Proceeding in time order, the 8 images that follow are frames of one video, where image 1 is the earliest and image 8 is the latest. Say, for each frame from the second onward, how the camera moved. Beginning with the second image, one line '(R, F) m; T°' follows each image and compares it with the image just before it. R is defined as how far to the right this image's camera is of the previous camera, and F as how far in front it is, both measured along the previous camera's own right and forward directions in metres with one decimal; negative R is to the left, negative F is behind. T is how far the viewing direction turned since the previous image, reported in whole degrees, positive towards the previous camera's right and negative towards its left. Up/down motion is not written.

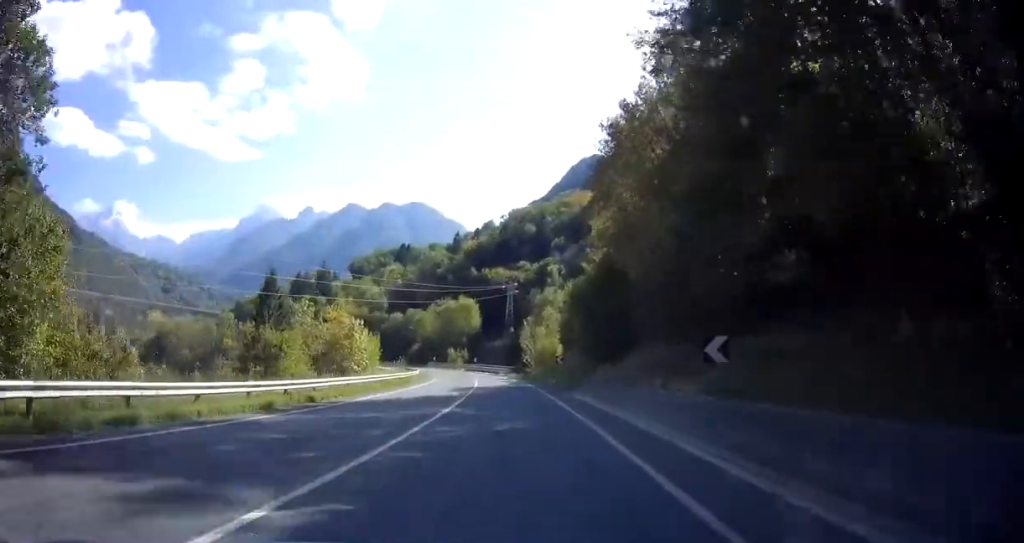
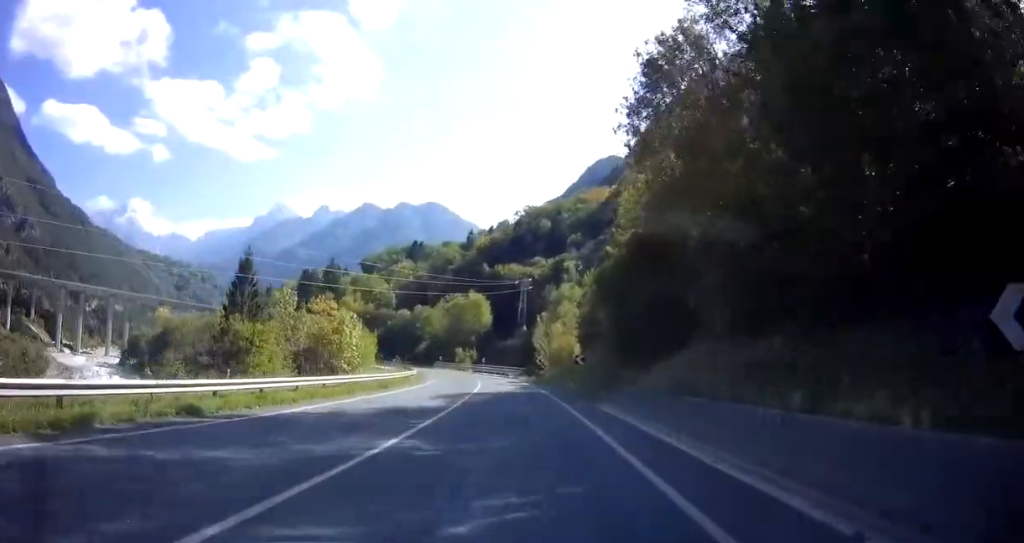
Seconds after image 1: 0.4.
(-0.1, +8.2) m; -1°
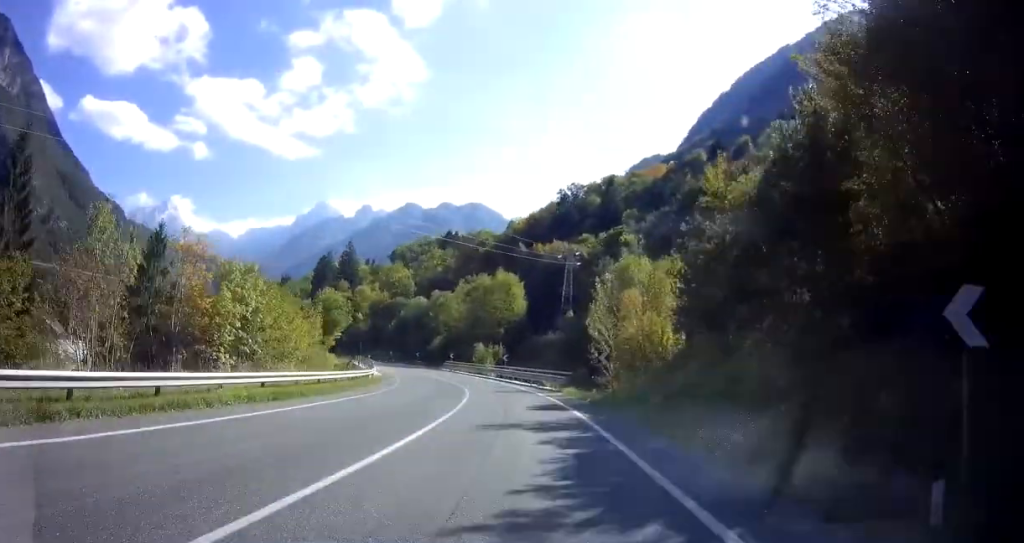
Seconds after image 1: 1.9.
(-1.1, +29.8) m; -6°
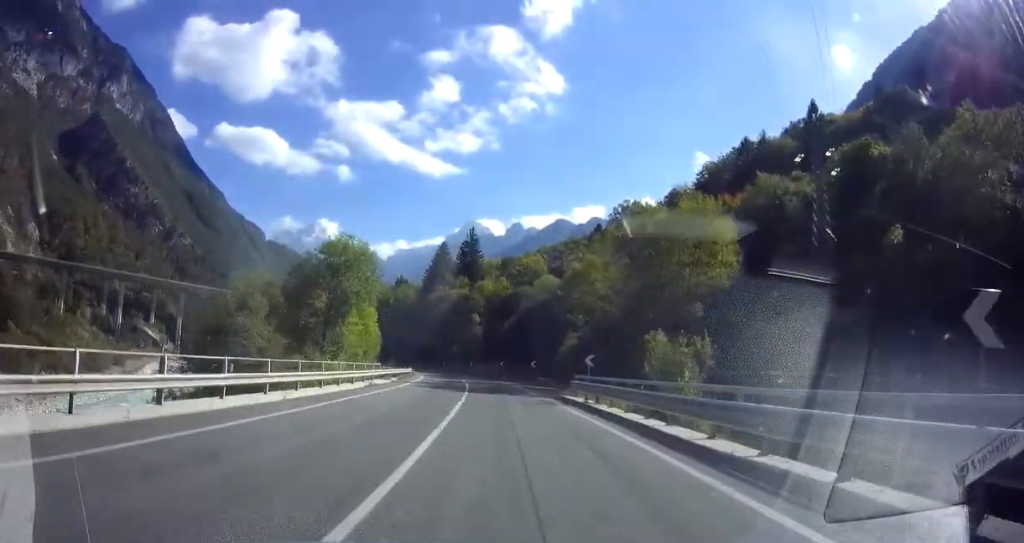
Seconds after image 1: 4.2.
(-5.8, +45.5) m; -14°
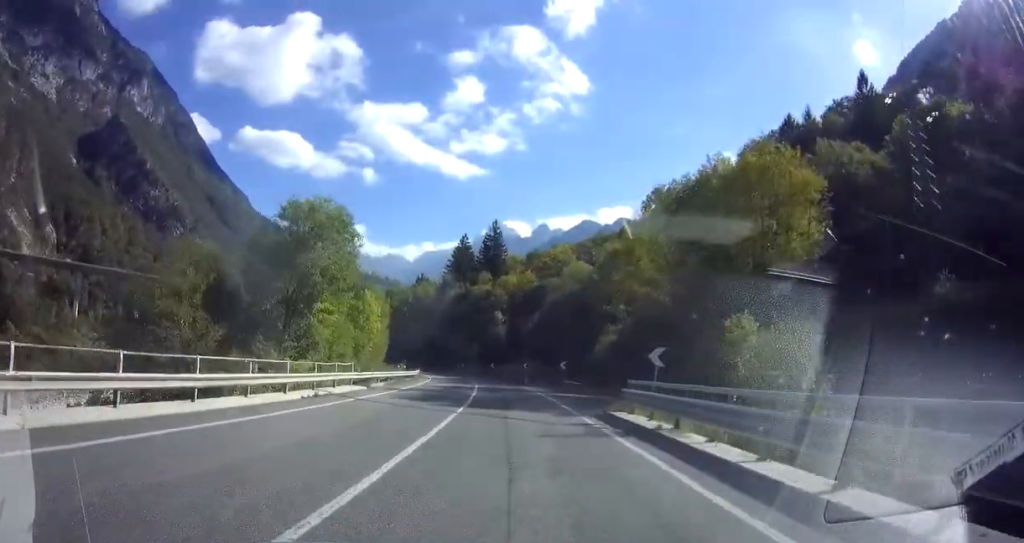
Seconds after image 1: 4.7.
(-0.2, +10.6) m; -2°
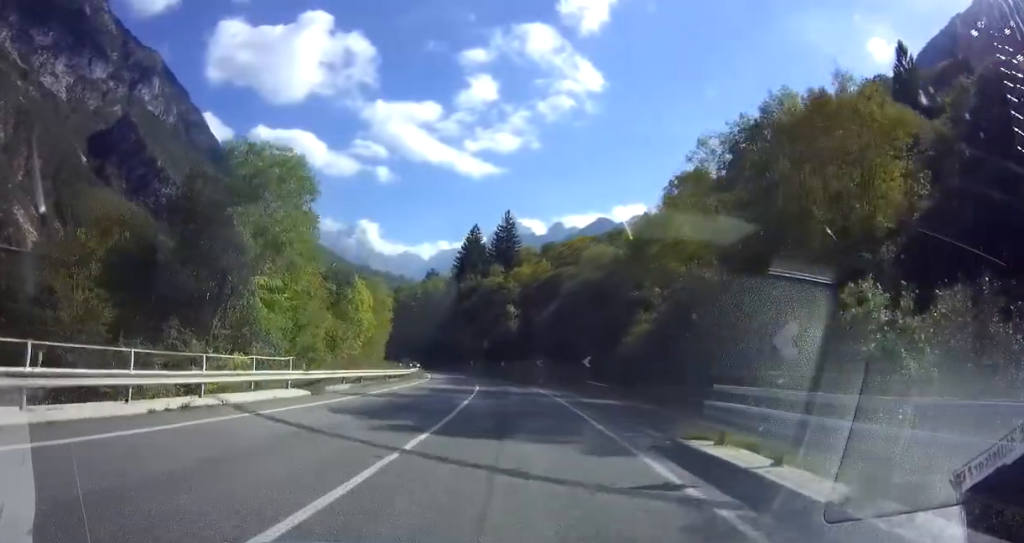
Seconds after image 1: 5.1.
(-0.2, +8.6) m; -1°
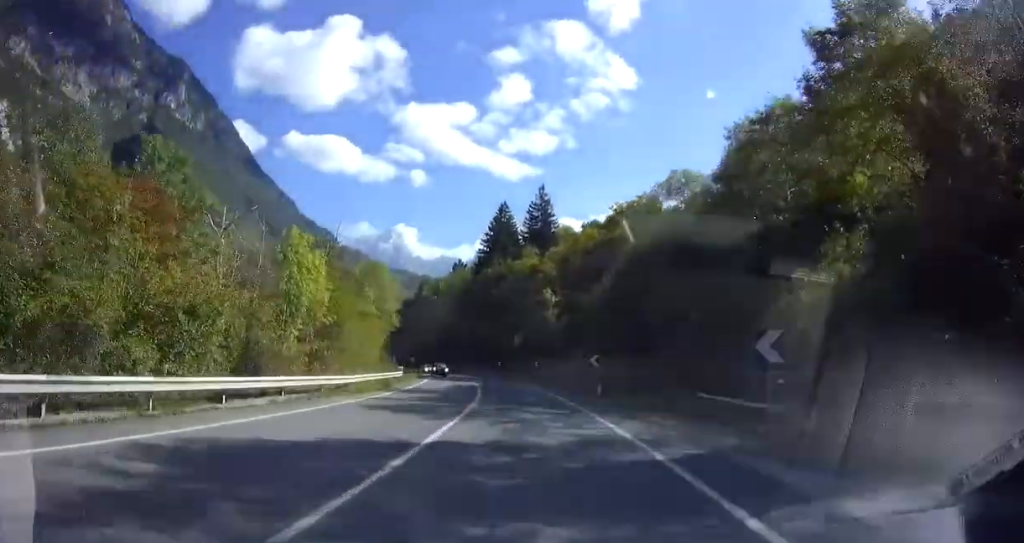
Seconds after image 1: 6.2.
(-0.7, +21.7) m; -4°
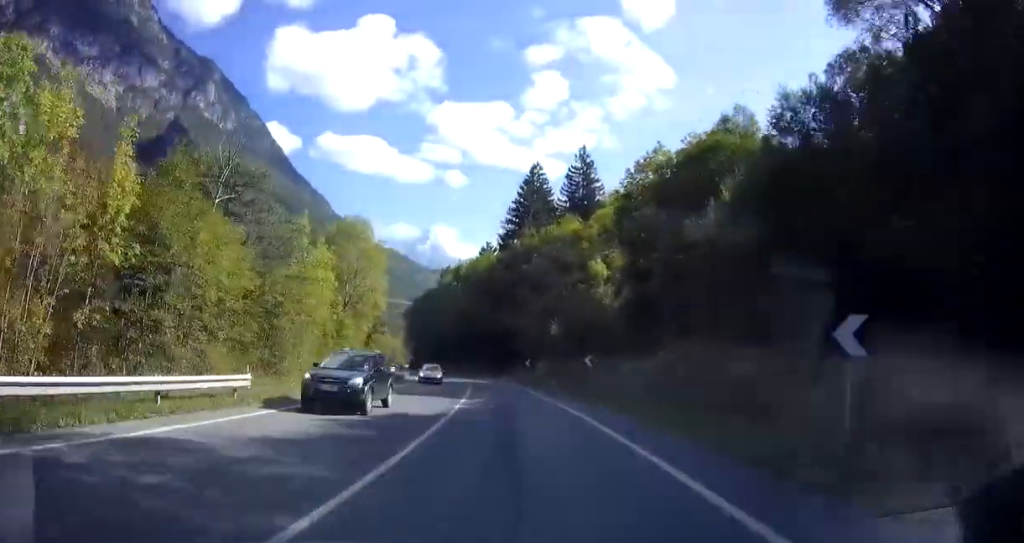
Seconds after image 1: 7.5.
(-0.7, +25.1) m; -5°
